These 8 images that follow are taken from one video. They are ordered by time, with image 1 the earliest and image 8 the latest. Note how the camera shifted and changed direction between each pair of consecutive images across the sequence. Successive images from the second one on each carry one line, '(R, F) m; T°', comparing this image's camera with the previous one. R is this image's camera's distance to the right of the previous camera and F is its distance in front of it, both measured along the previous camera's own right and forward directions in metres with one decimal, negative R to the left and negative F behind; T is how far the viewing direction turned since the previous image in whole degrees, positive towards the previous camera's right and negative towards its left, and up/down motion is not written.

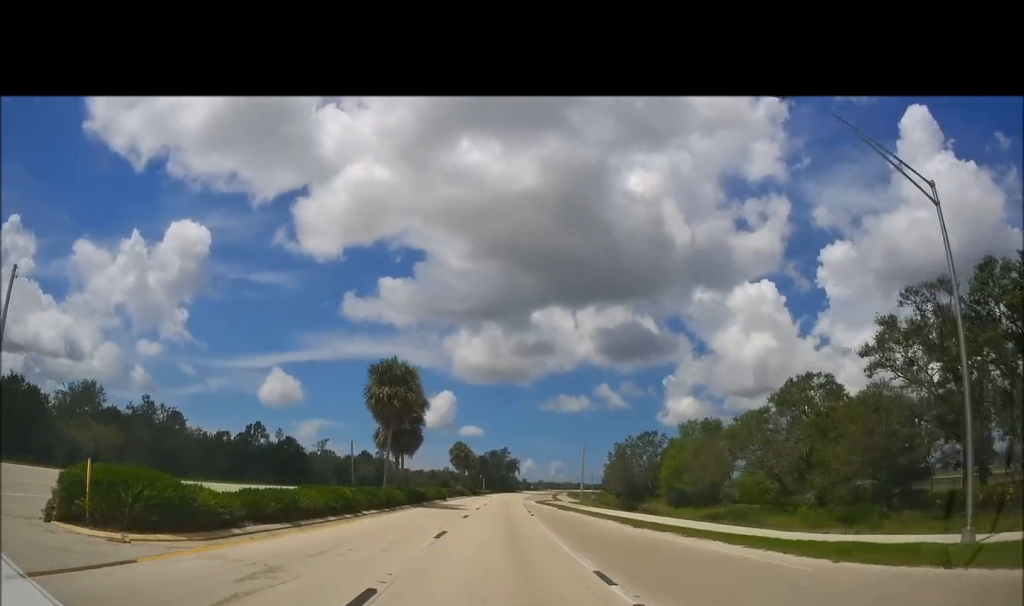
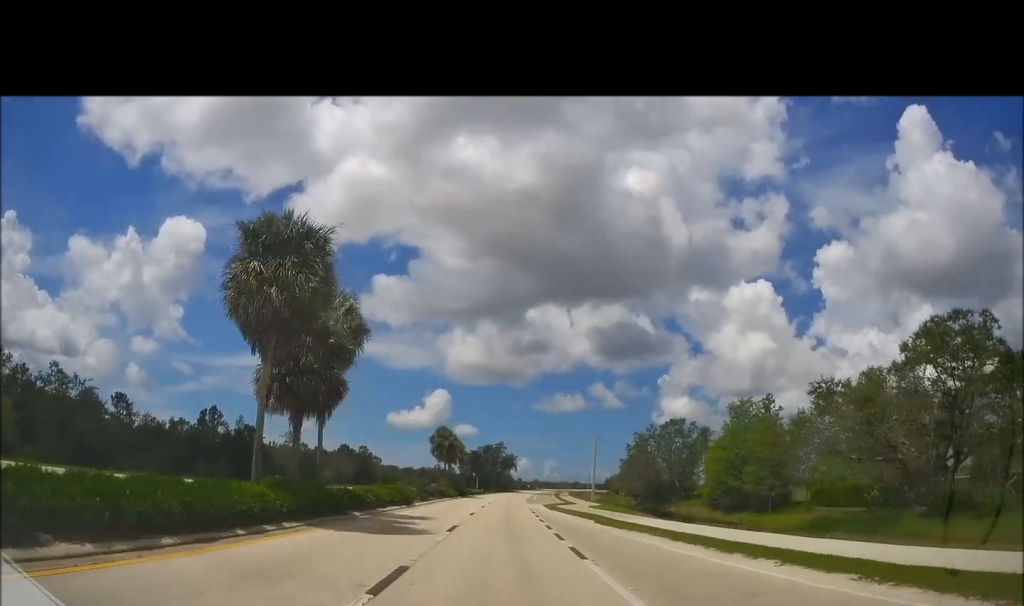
(+0.5, +22.6) m; +2°
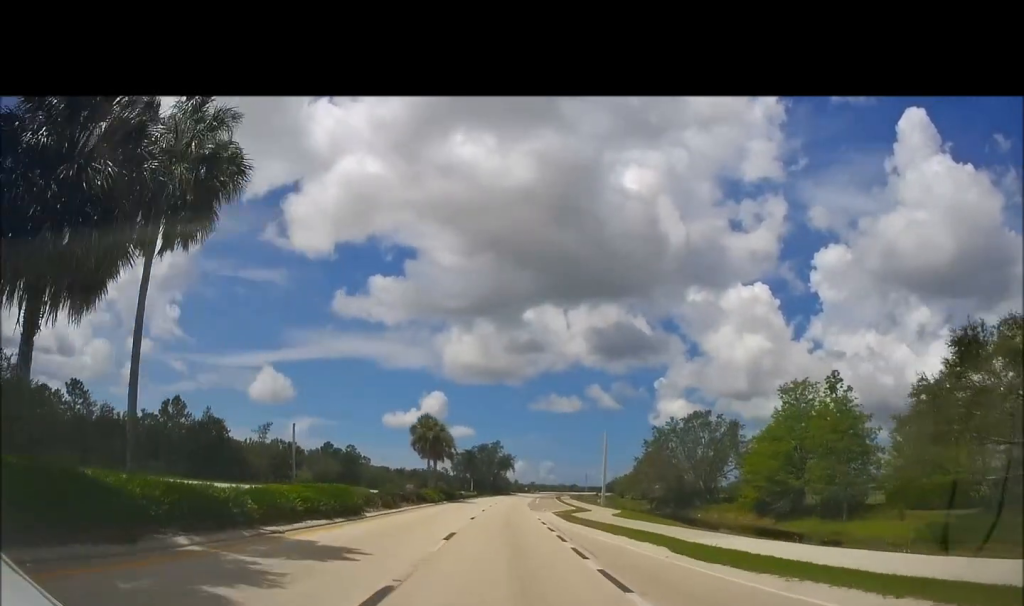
(+0.4, +15.0) m; +1°
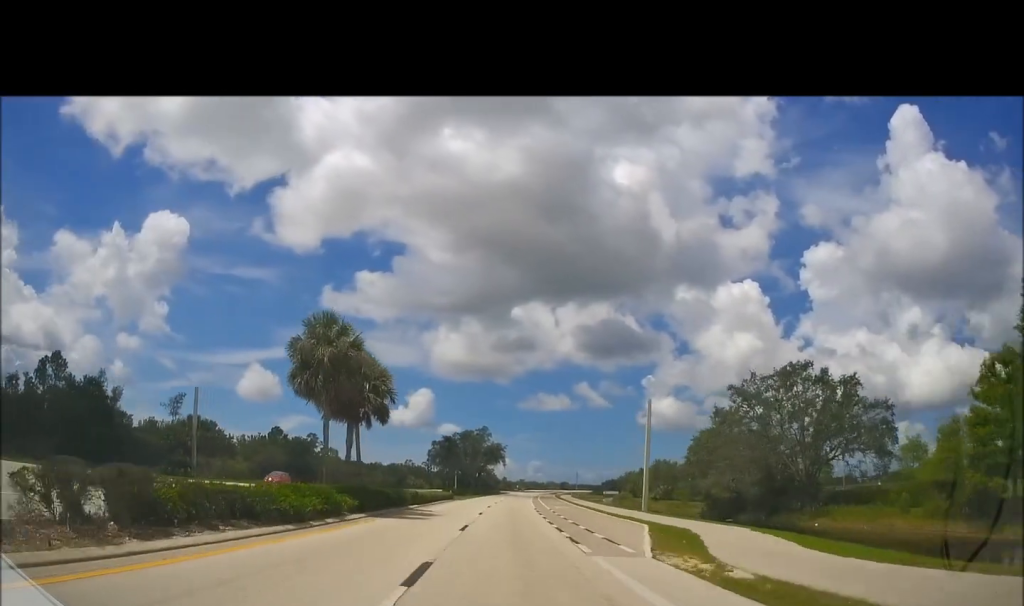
(-0.2, +38.2) m; -1°
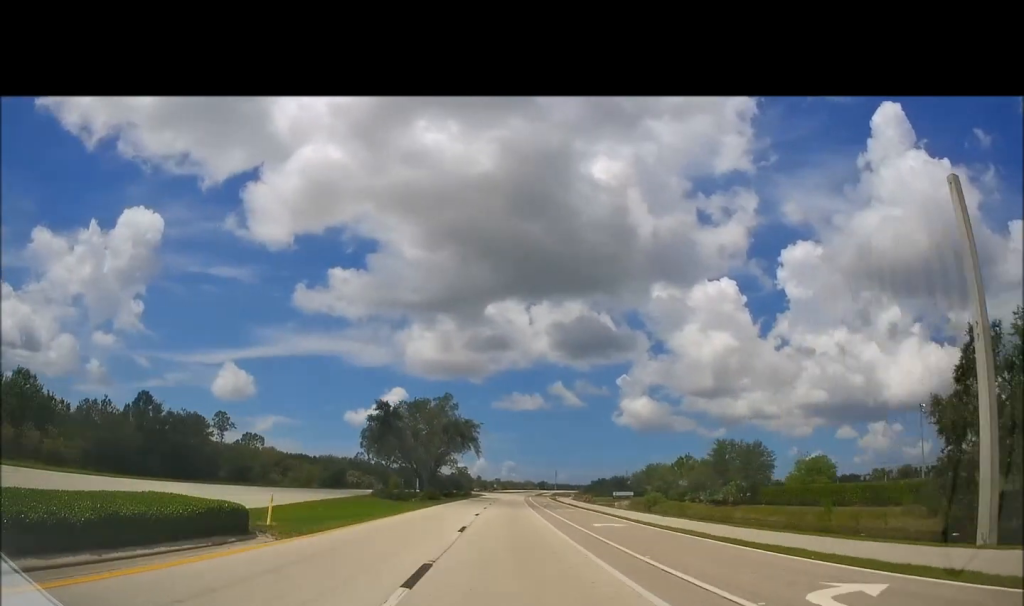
(+1.0, +52.5) m; +3°
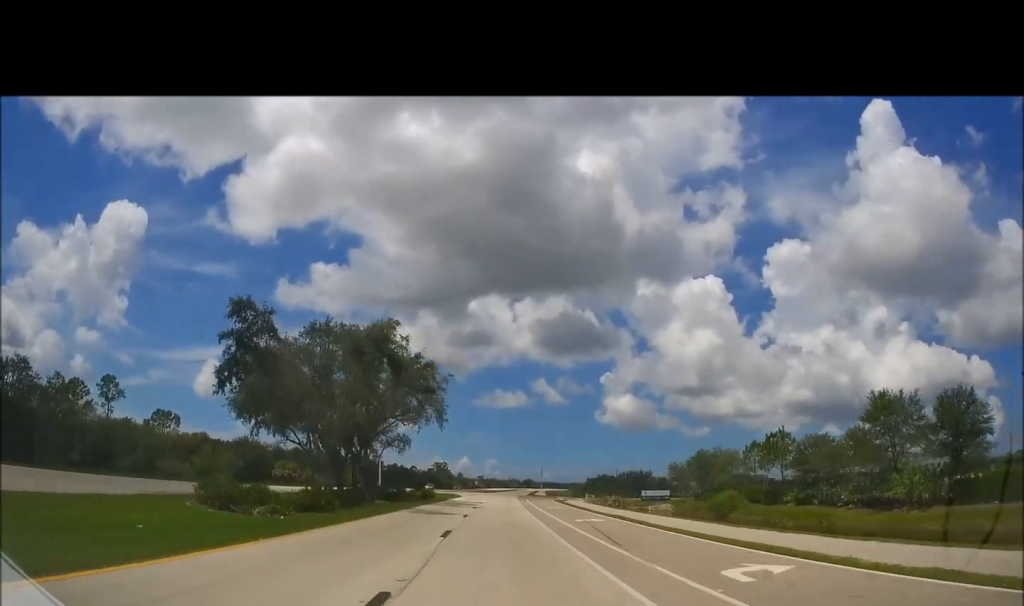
(+0.2, +39.8) m; 0°
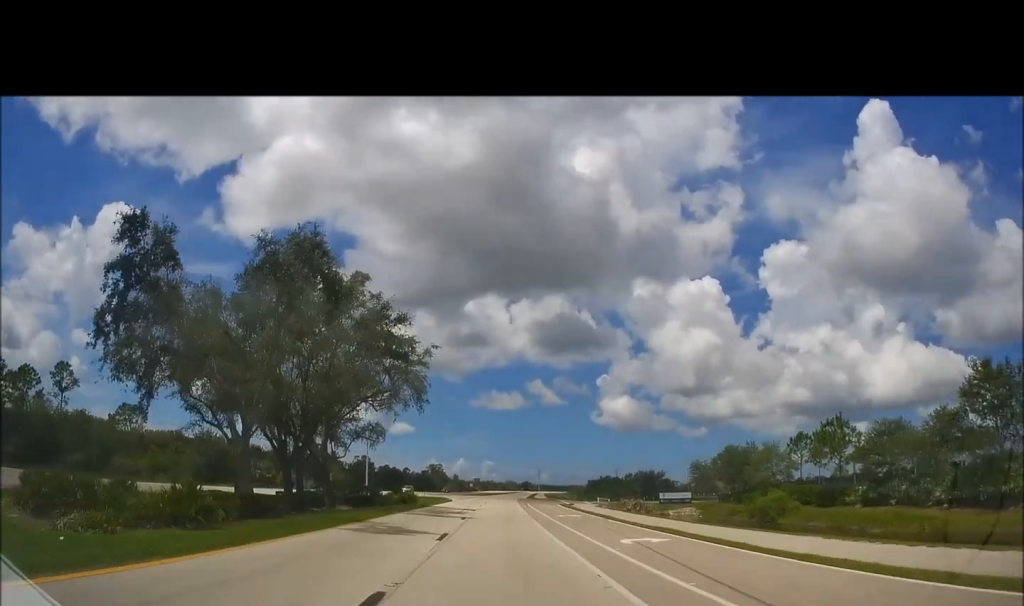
(-0.1, +12.4) m; 0°
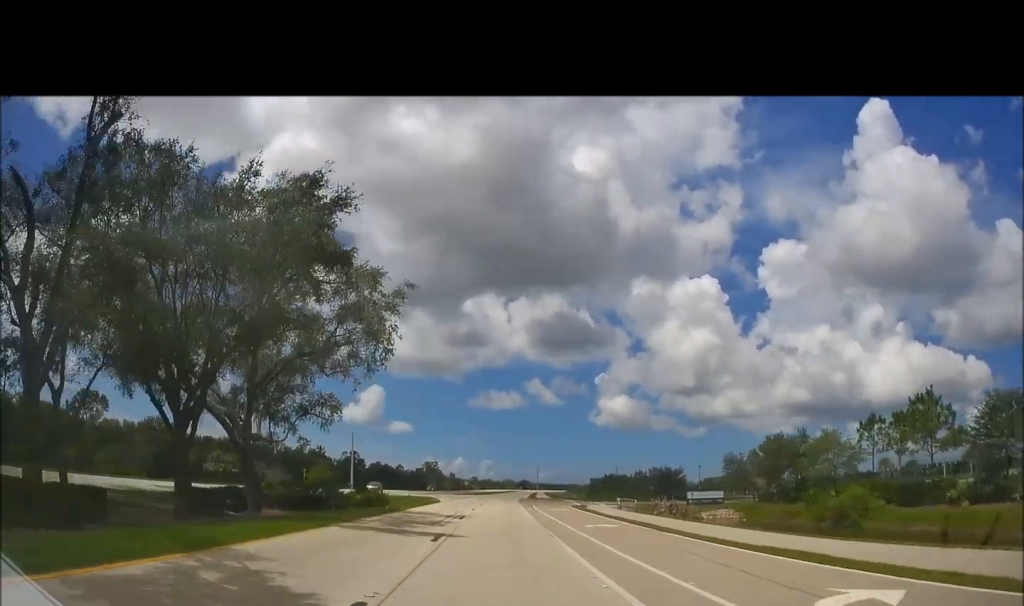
(+0.1, +12.4) m; +1°
